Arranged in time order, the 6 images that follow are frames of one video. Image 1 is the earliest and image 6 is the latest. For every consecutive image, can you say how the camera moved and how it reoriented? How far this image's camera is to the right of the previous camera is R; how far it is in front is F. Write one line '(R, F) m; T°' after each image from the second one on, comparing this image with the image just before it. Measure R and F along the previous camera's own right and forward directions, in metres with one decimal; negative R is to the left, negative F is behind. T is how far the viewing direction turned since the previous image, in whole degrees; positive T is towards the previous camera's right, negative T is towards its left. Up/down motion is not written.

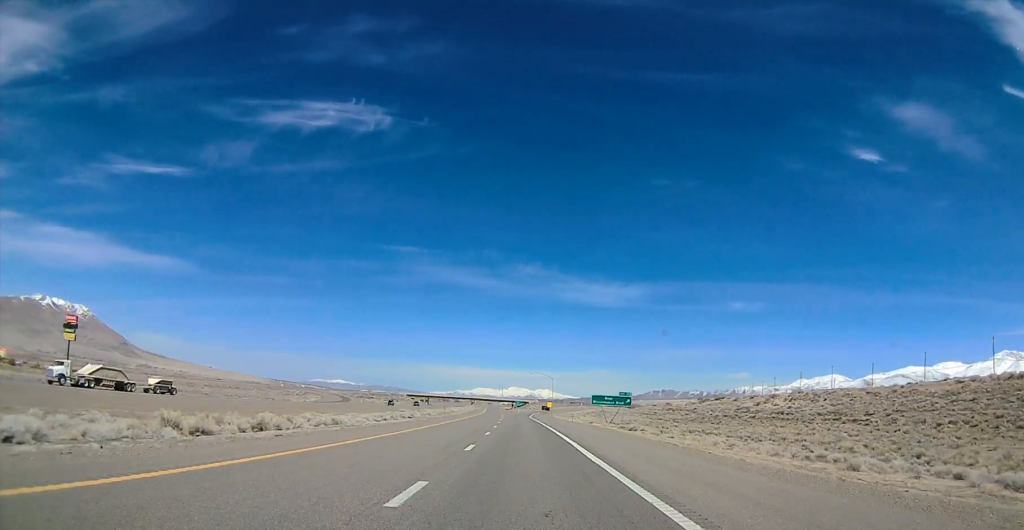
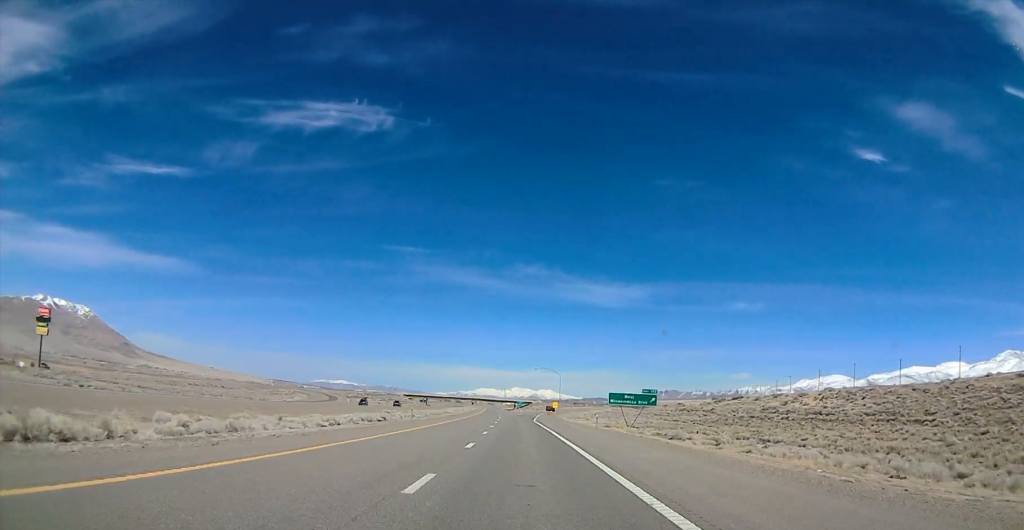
(+0.4, +22.7) m; +2°
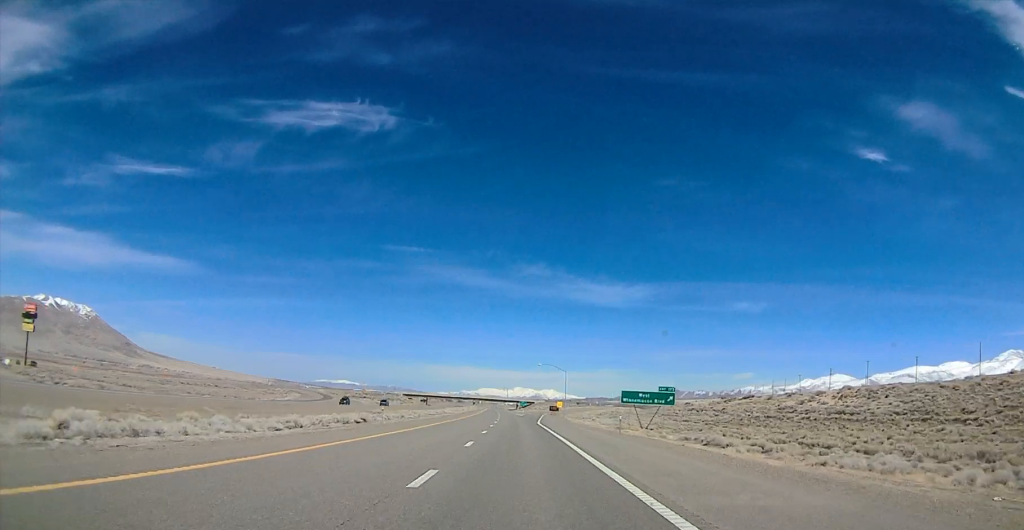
(+0.1, +11.4) m; 0°
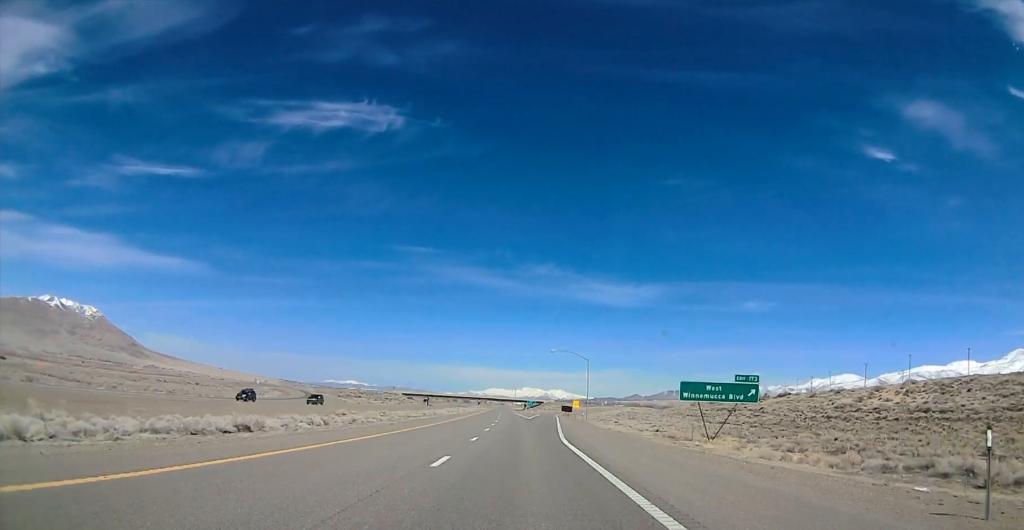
(-0.6, +32.4) m; -3°
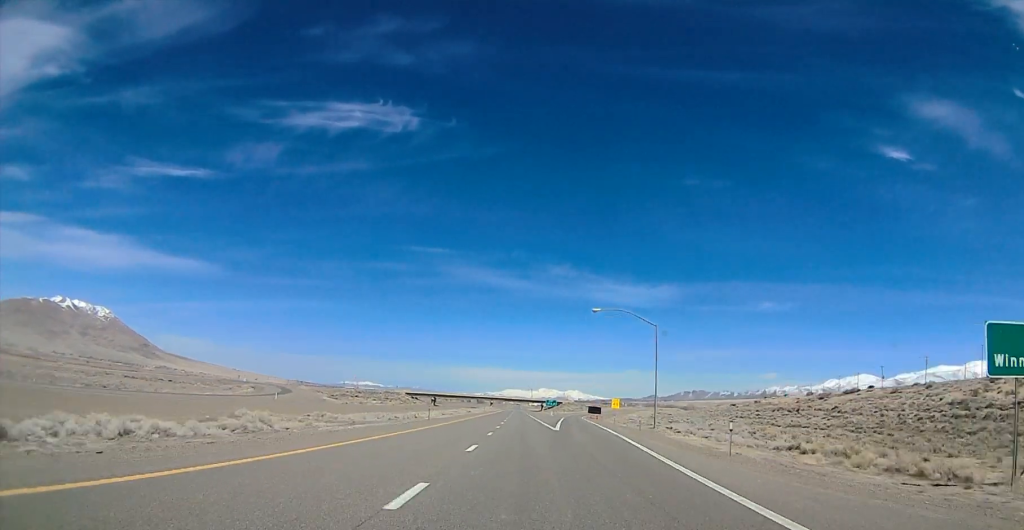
(-0.8, +42.4) m; +1°
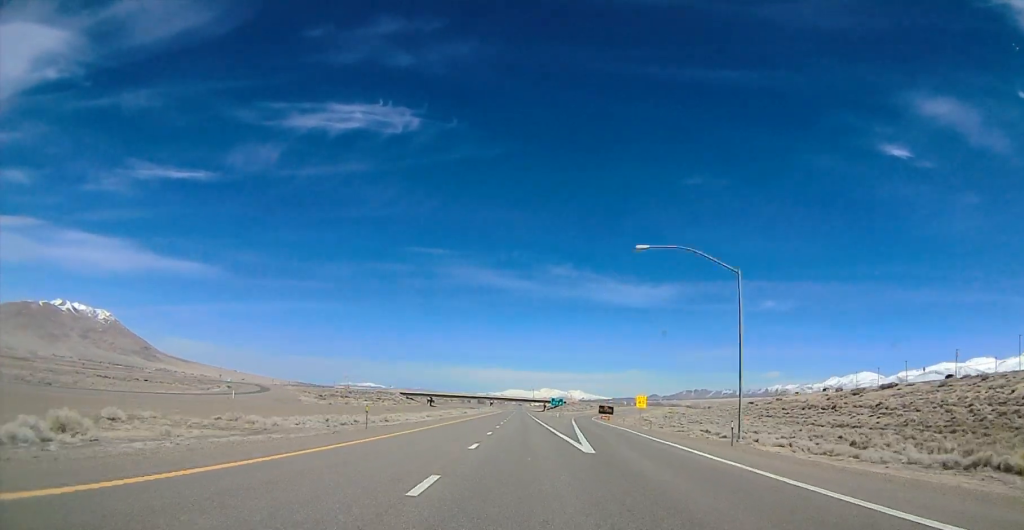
(+0.6, +22.9) m; 0°
